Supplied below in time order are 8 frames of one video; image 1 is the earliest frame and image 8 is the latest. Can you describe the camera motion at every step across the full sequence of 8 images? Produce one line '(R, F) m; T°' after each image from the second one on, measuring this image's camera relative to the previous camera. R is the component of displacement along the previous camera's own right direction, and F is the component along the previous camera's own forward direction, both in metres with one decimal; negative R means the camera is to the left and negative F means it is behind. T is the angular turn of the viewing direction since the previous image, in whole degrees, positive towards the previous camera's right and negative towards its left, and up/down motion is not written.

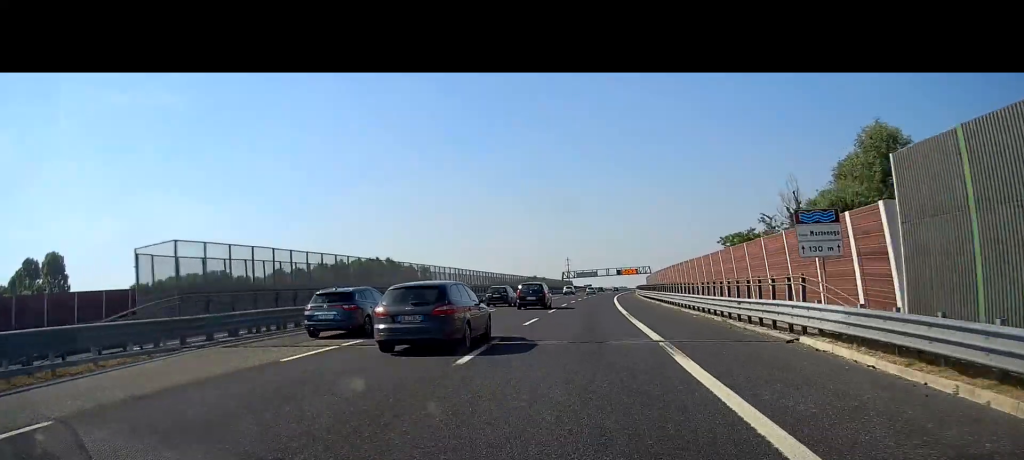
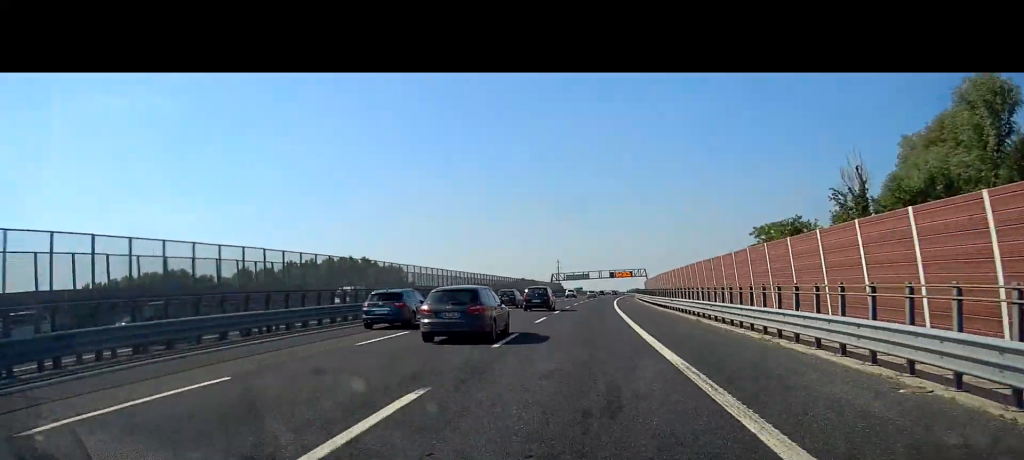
(+0.1, +18.1) m; +1°
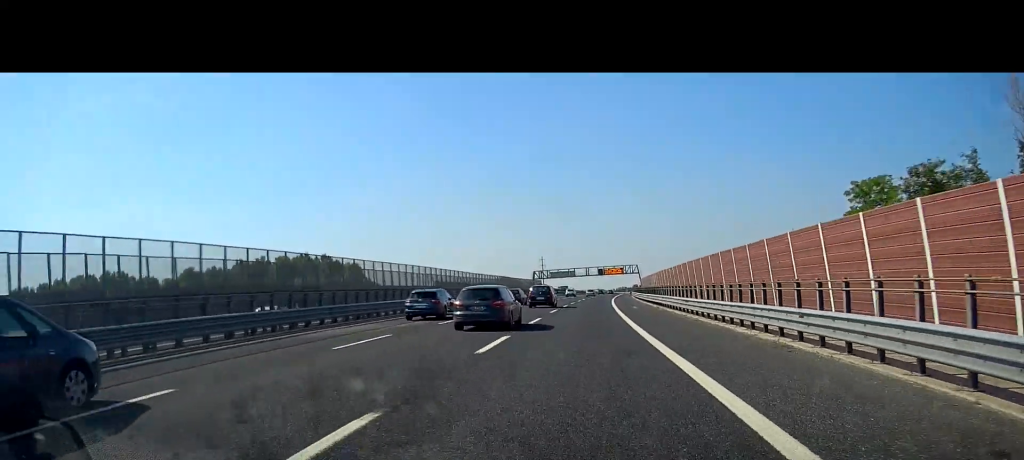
(+0.2, +24.2) m; +1°
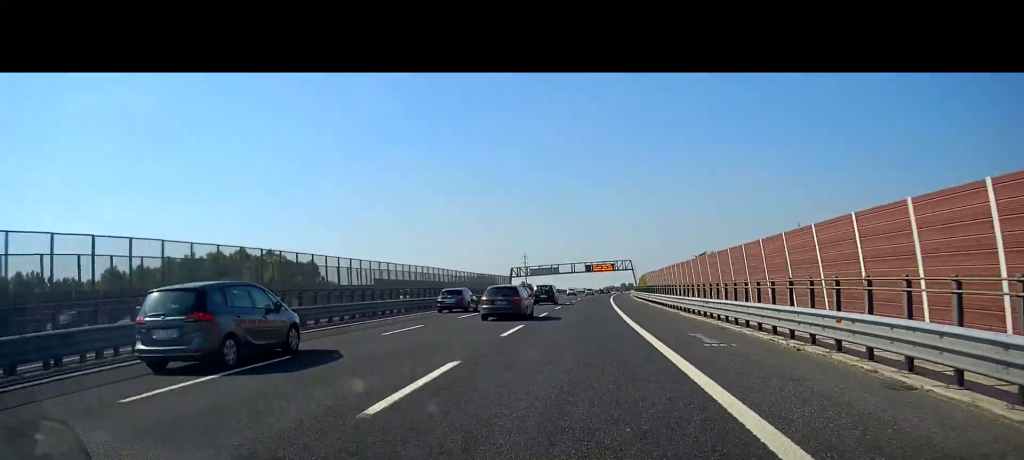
(+0.3, +29.4) m; +1°
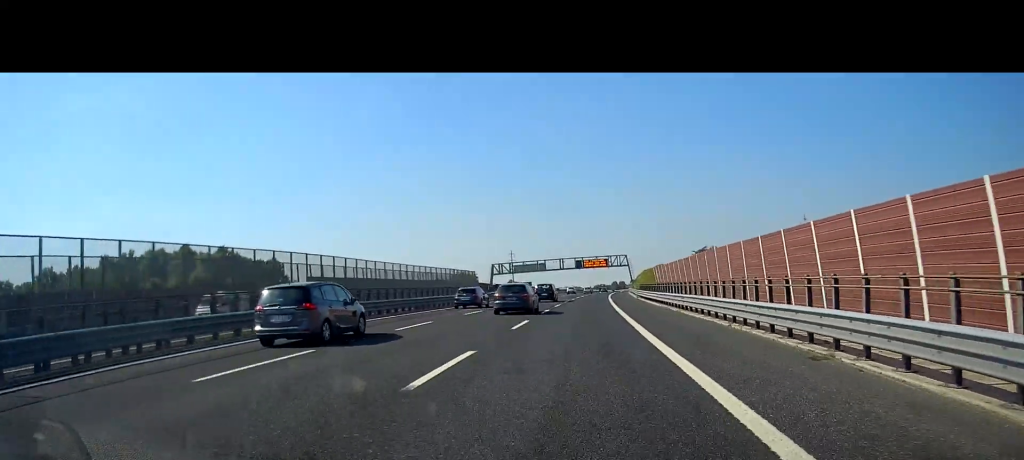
(+0.2, +20.8) m; +1°
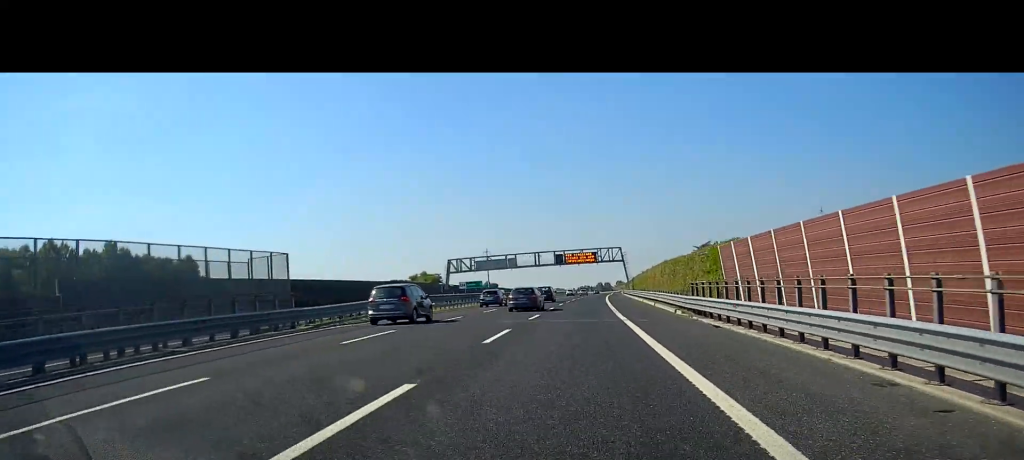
(+0.5, +38.4) m; +2°
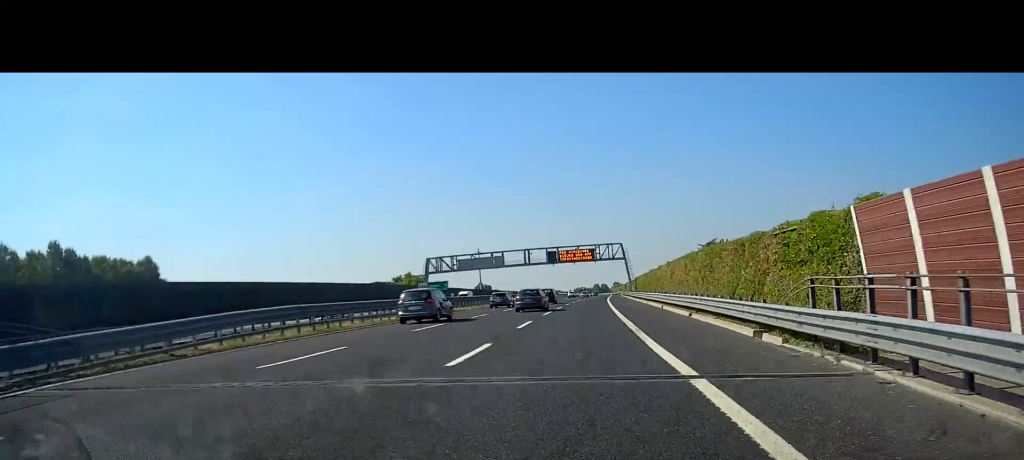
(+0.1, +15.8) m; +1°
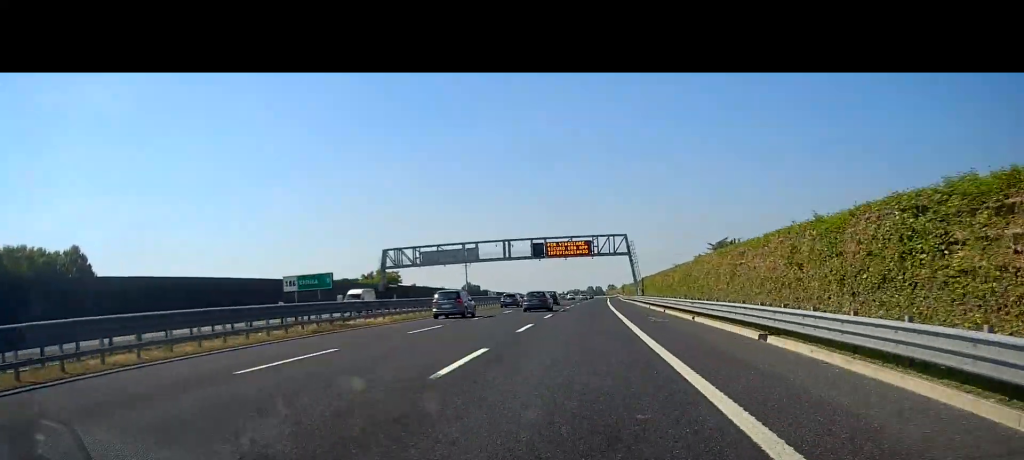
(+0.1, +23.7) m; +1°
